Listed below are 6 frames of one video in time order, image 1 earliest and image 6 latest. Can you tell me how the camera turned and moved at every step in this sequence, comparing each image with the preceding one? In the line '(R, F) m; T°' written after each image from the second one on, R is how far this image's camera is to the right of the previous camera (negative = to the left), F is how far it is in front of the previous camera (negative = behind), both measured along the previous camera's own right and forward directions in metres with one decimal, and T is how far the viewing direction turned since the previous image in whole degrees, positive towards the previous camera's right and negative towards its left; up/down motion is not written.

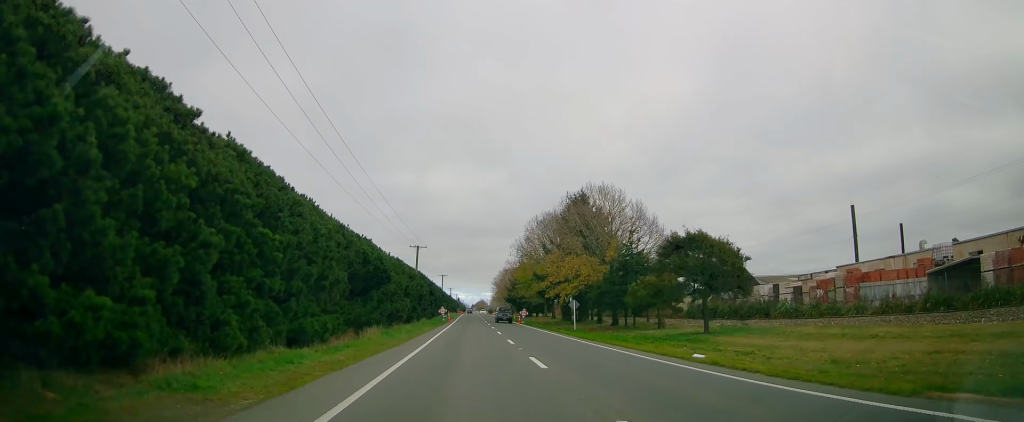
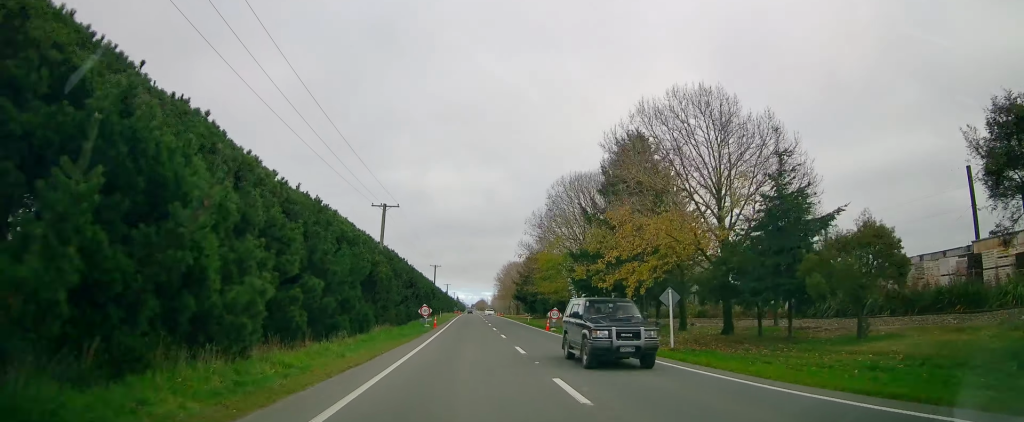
(0.0, +24.5) m; 0°
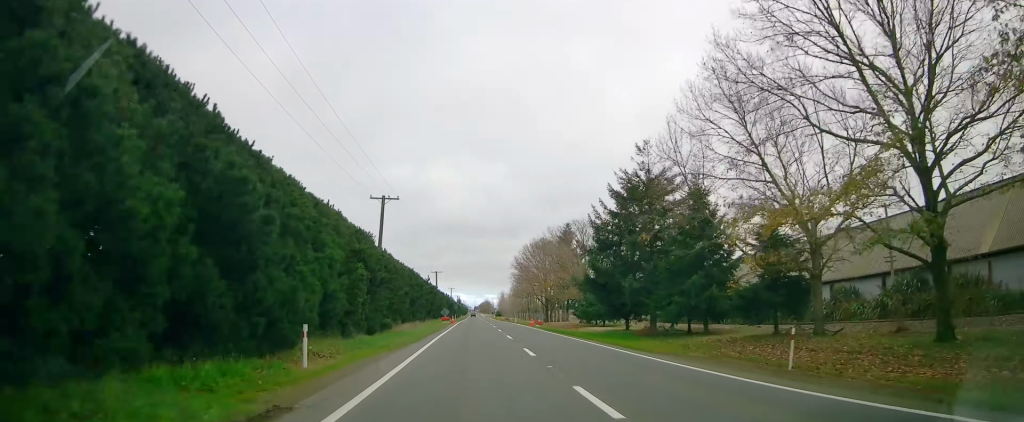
(-0.4, +61.3) m; -1°
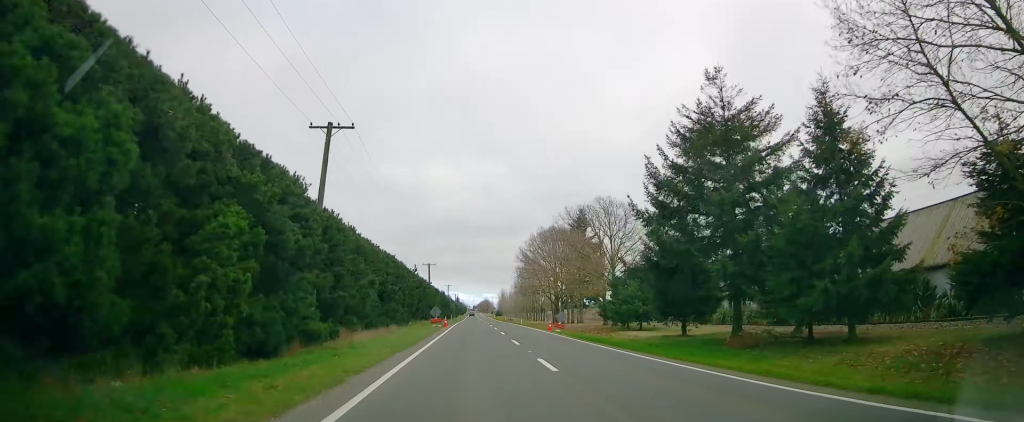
(-0.1, +14.8) m; 0°
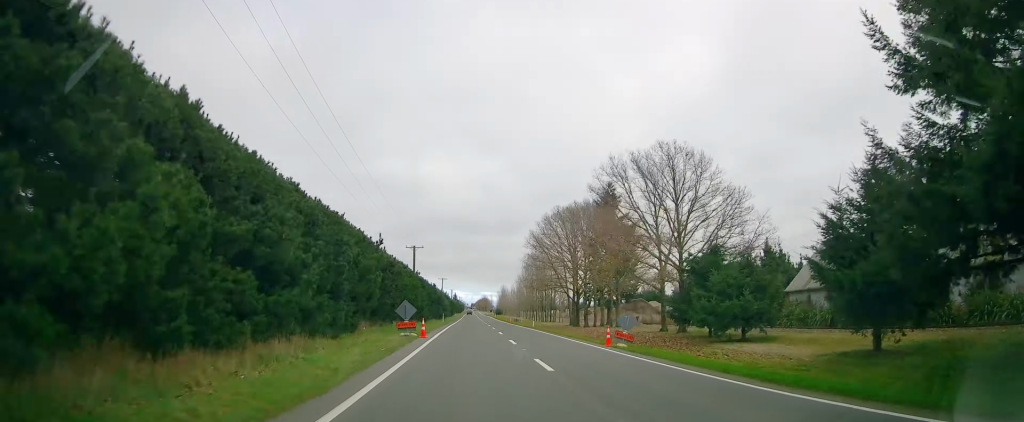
(+0.2, +20.1) m; 0°
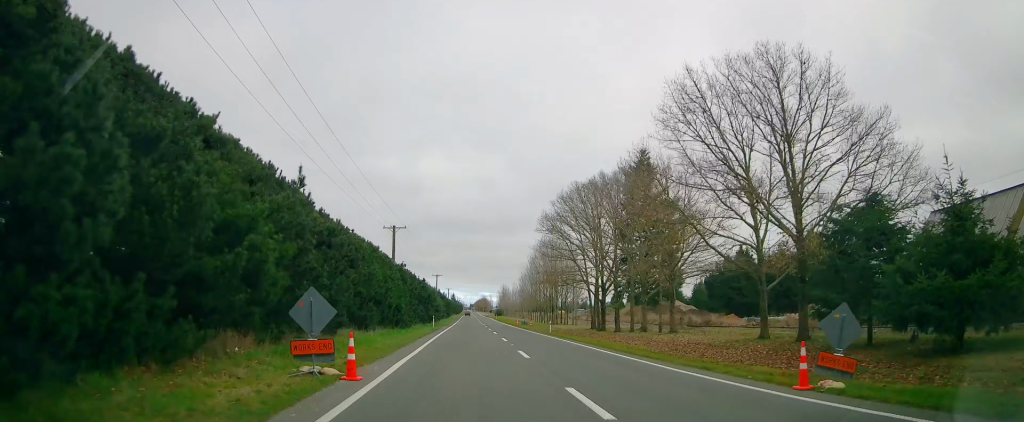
(-0.1, +15.8) m; +1°
